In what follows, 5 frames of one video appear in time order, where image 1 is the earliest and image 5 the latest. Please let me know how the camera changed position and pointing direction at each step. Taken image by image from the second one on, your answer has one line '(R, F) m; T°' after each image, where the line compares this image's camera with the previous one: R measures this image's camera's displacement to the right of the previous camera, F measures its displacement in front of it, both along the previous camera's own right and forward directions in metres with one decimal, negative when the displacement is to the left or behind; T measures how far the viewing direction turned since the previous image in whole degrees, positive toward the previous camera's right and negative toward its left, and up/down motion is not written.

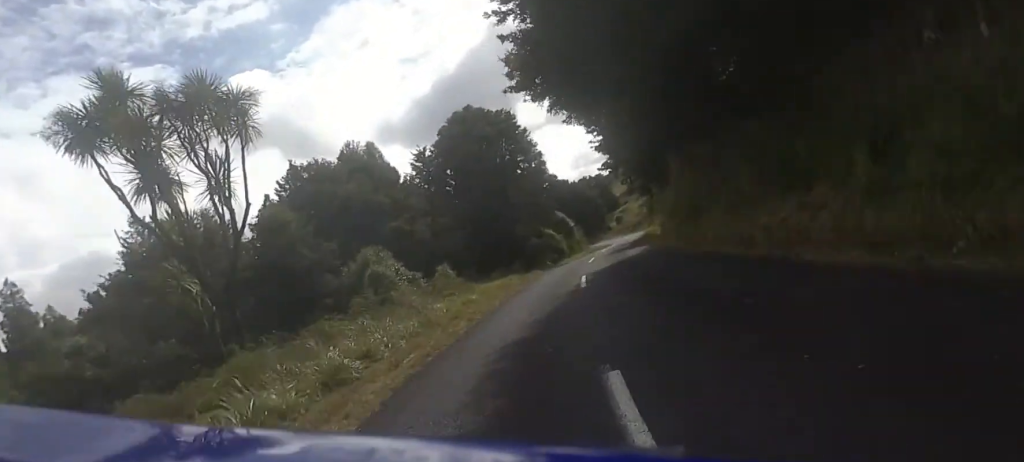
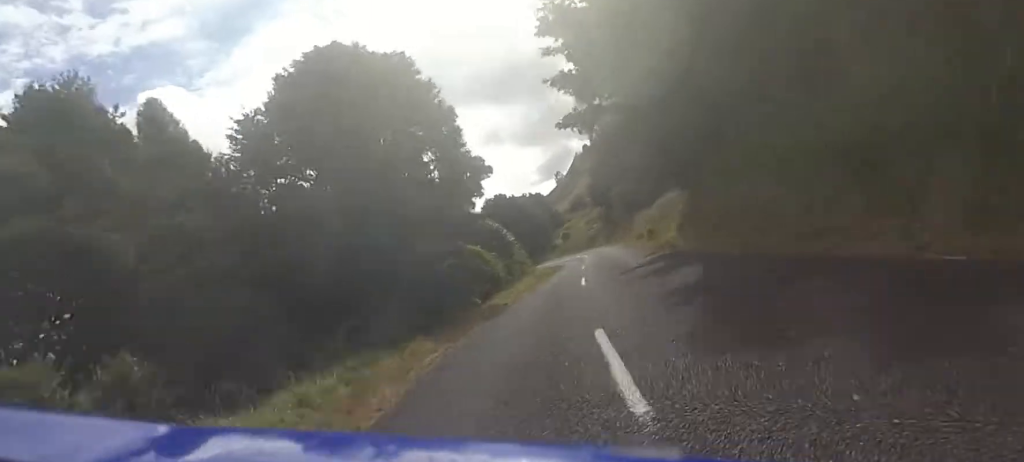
(-0.4, +18.7) m; 0°
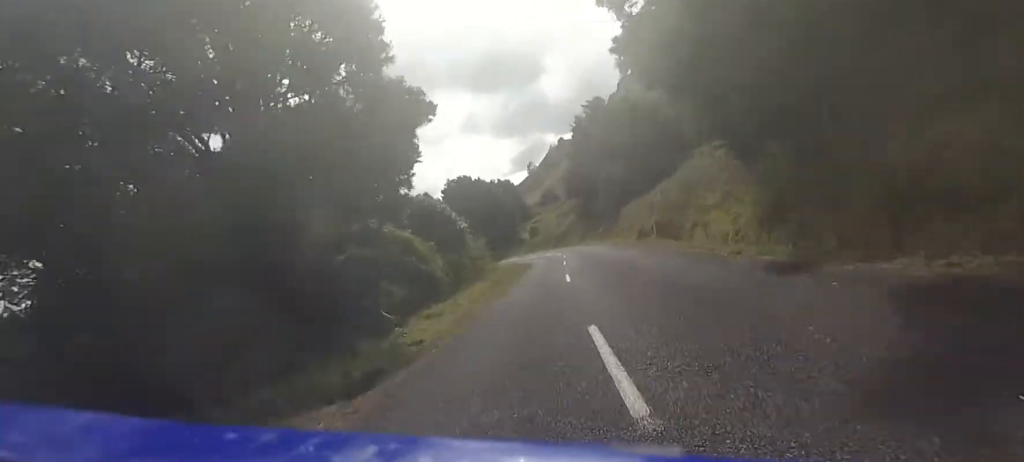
(-0.2, +10.5) m; +3°
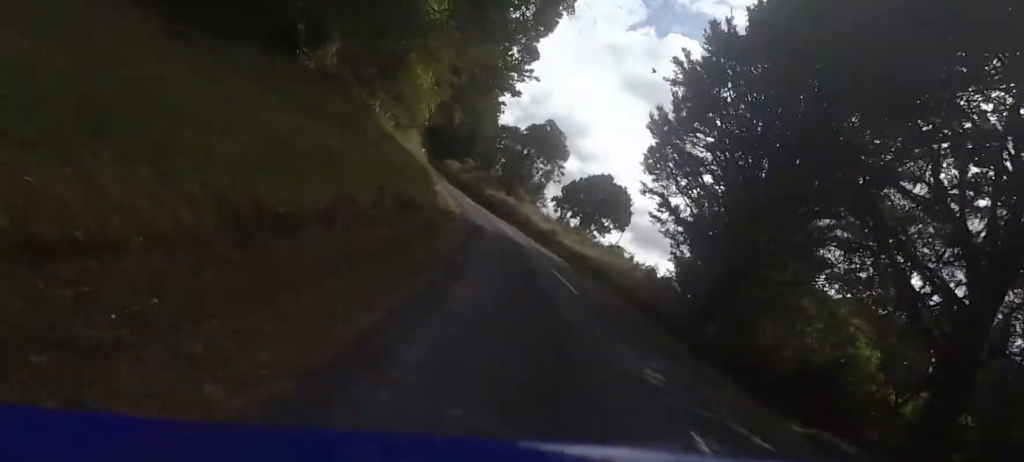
(+10.6, +101.1) m; -2°
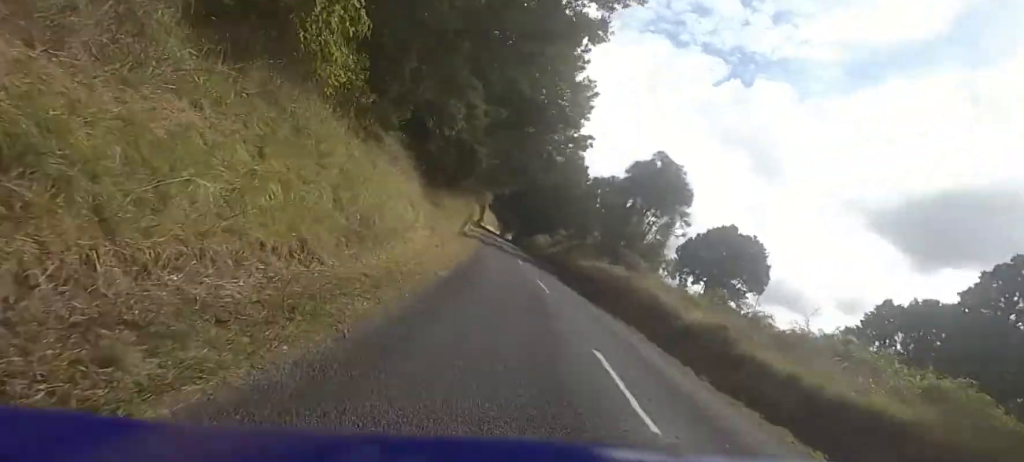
(-1.0, +19.0) m; -1°
